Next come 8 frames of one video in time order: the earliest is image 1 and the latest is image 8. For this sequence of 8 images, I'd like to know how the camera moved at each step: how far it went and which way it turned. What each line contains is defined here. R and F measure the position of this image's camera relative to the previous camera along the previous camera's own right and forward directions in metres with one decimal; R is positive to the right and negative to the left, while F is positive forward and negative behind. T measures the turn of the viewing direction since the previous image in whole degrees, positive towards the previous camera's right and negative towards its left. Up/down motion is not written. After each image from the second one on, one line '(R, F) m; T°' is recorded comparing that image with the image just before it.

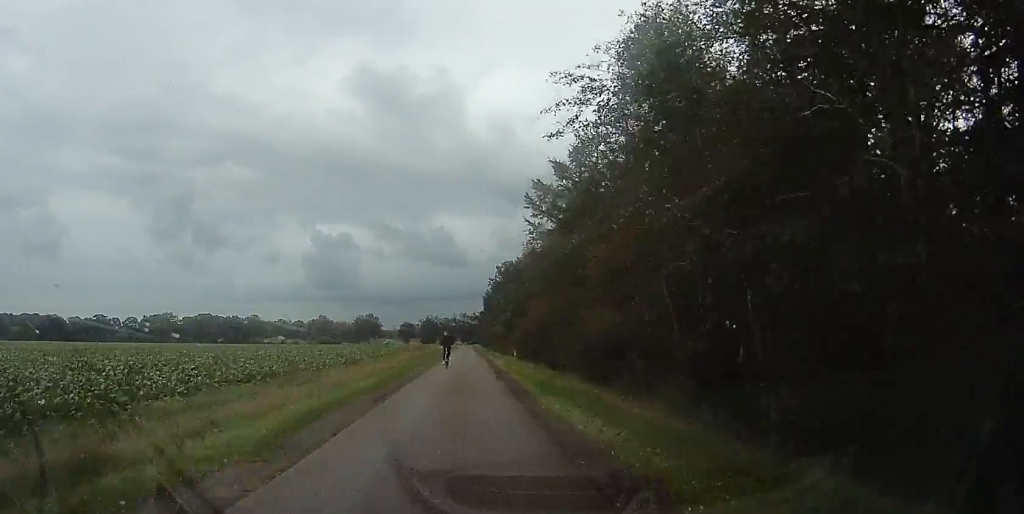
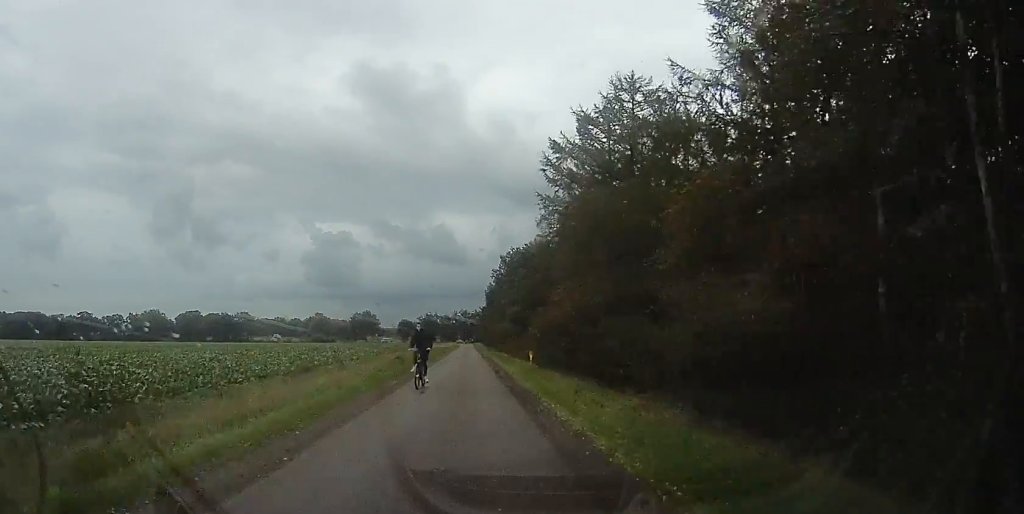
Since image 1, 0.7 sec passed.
(0.0, +10.9) m; 0°
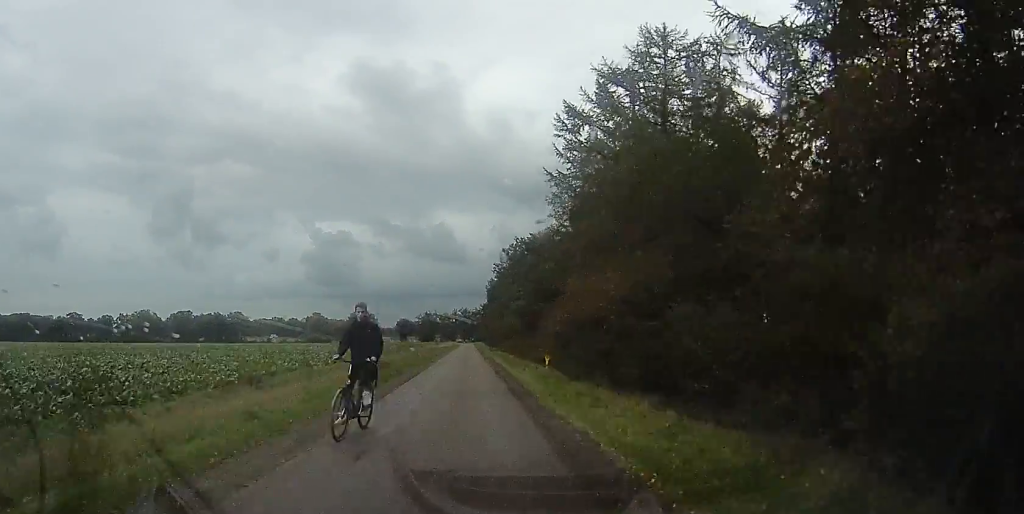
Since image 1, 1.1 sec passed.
(0.0, +6.7) m; 0°
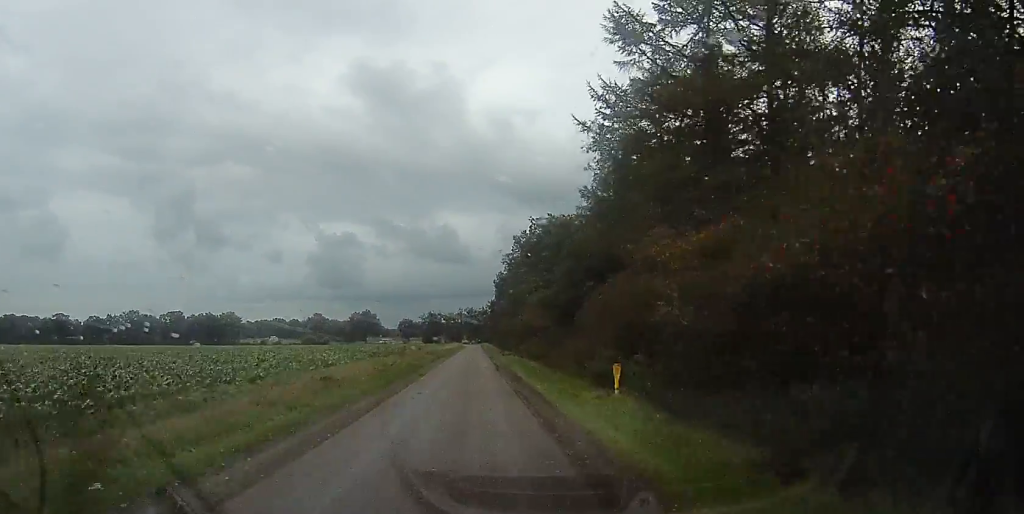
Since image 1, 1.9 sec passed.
(0.0, +11.3) m; -1°
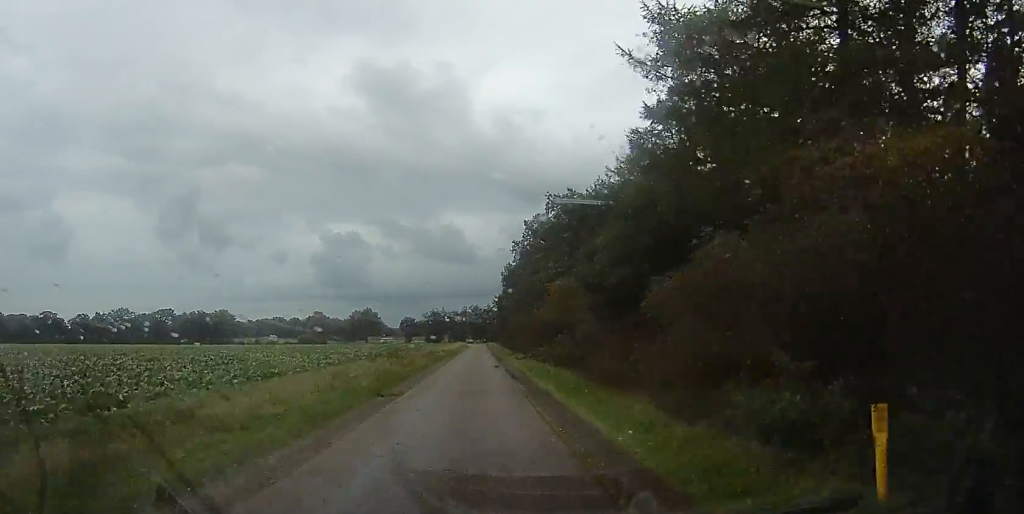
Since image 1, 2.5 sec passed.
(+0.1, +9.3) m; -2°
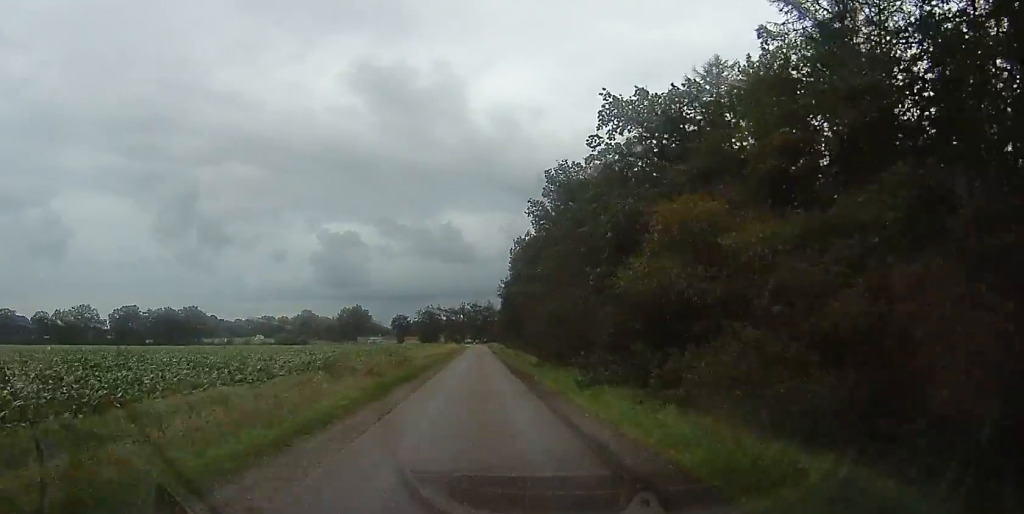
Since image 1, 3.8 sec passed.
(-0.9, +20.0) m; -2°
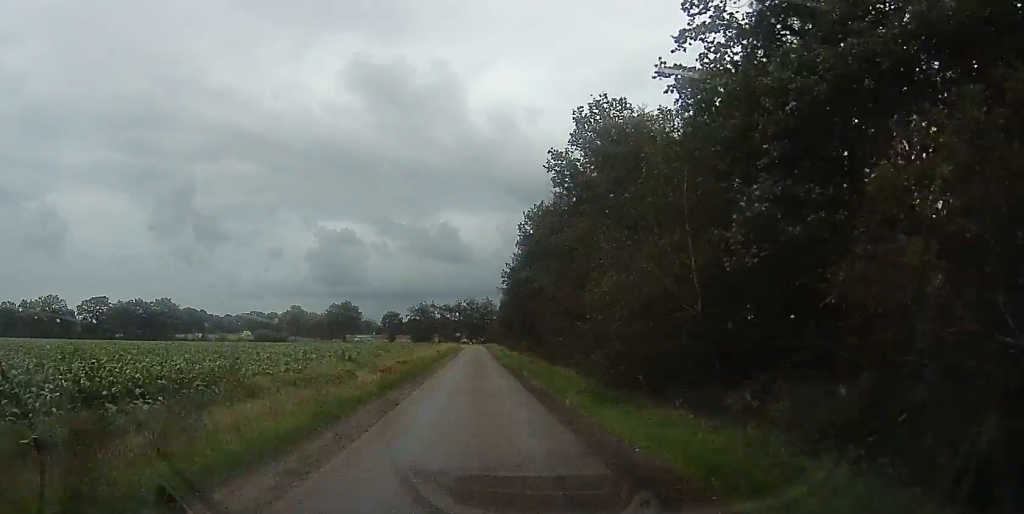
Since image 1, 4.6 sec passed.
(0.0, +13.4) m; +4°
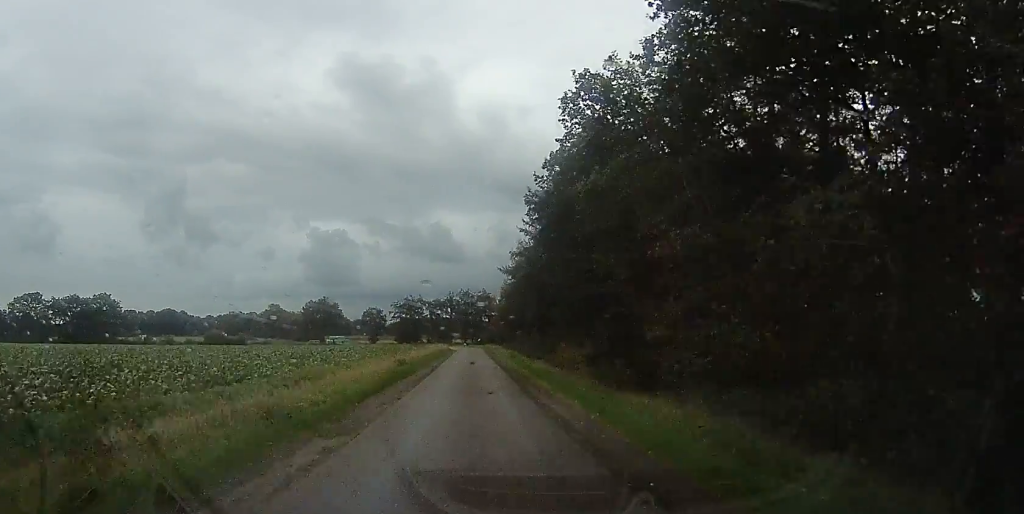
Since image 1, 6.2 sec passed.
(+0.4, +24.9) m; 0°
